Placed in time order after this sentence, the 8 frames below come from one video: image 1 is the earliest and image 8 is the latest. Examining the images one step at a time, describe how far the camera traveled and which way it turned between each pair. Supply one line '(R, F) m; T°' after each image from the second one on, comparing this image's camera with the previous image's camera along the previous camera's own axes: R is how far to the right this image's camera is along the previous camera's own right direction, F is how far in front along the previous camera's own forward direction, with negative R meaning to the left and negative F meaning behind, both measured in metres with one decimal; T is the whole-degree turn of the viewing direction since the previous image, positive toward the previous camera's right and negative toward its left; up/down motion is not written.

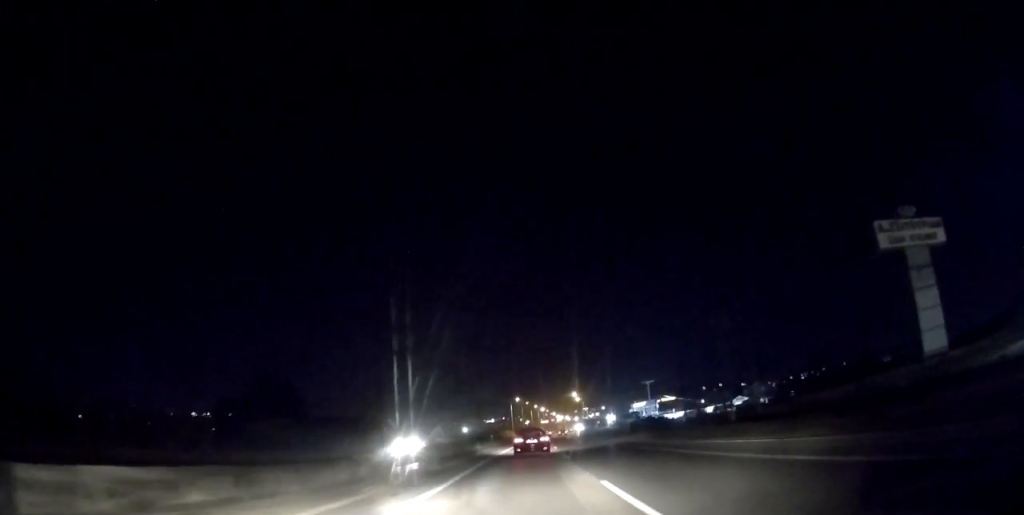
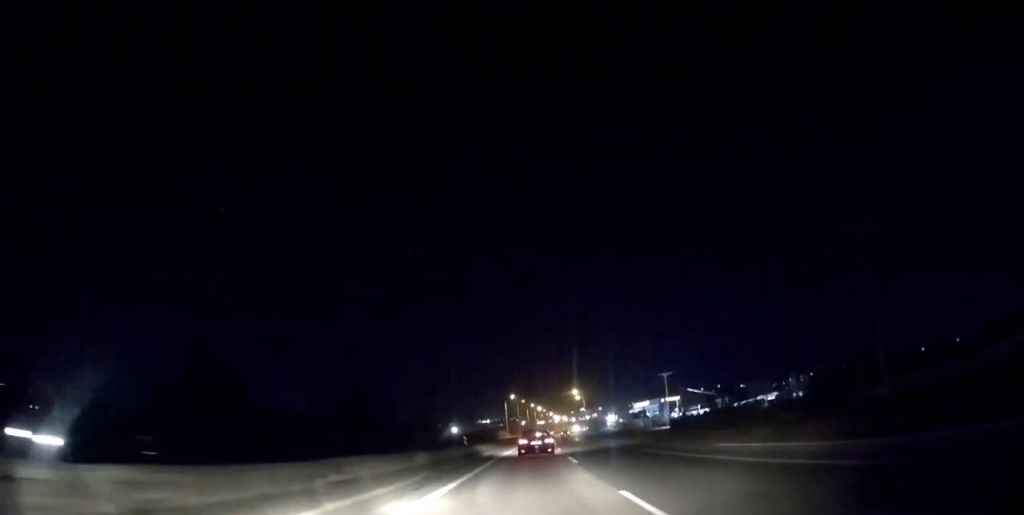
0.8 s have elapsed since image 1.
(+0.2, +19.6) m; 0°
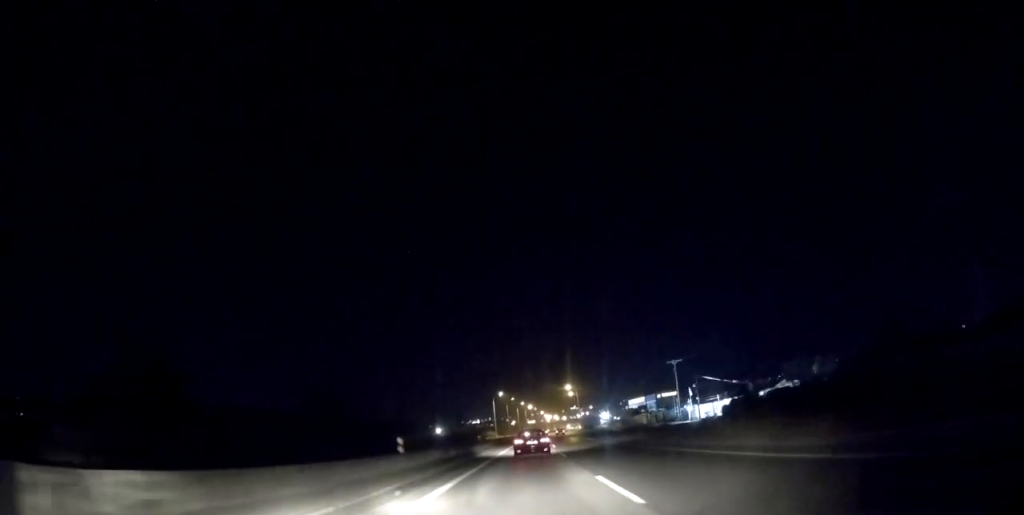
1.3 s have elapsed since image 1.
(0.0, +14.5) m; 0°
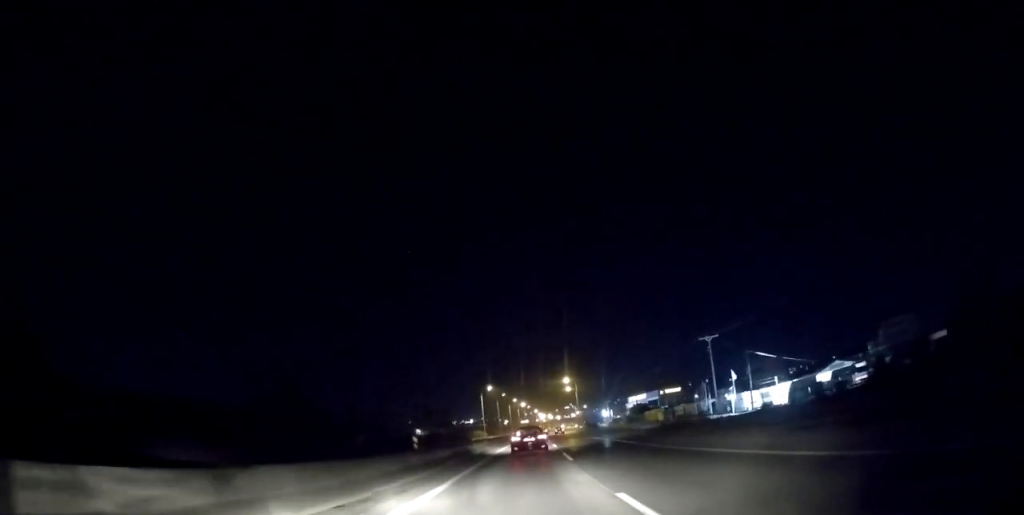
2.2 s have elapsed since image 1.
(0.0, +22.2) m; +1°
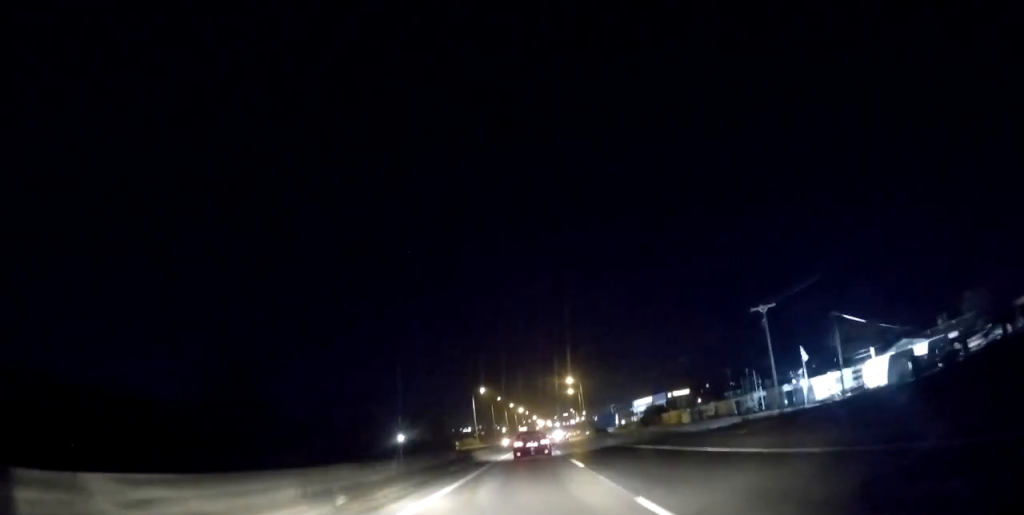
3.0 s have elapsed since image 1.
(0.0, +19.3) m; +1°
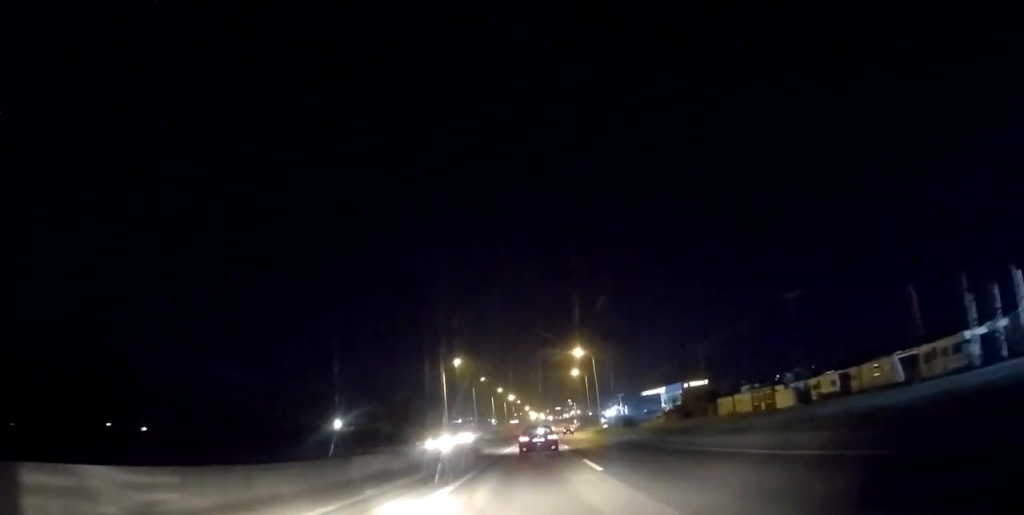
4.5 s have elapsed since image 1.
(+0.6, +40.1) m; +1°
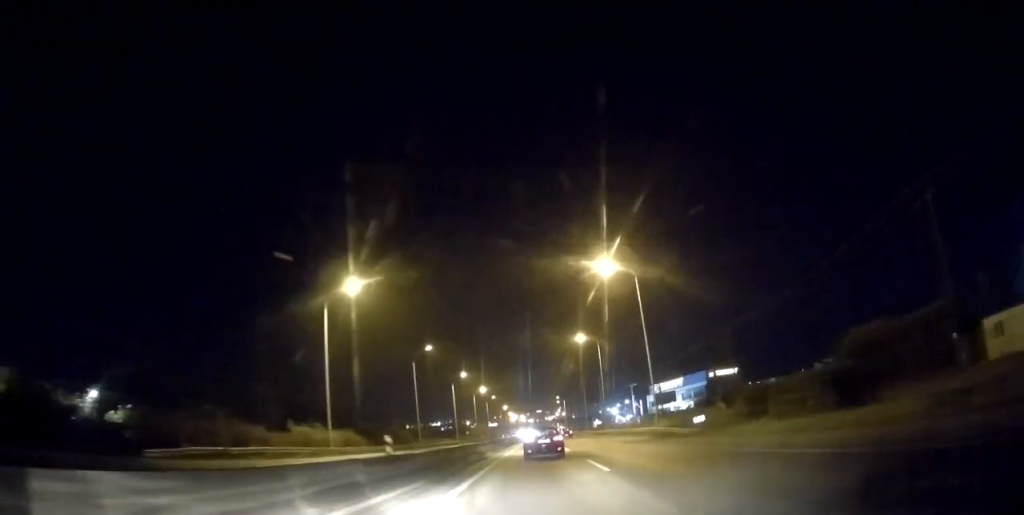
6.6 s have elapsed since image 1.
(+0.6, +54.1) m; +3°
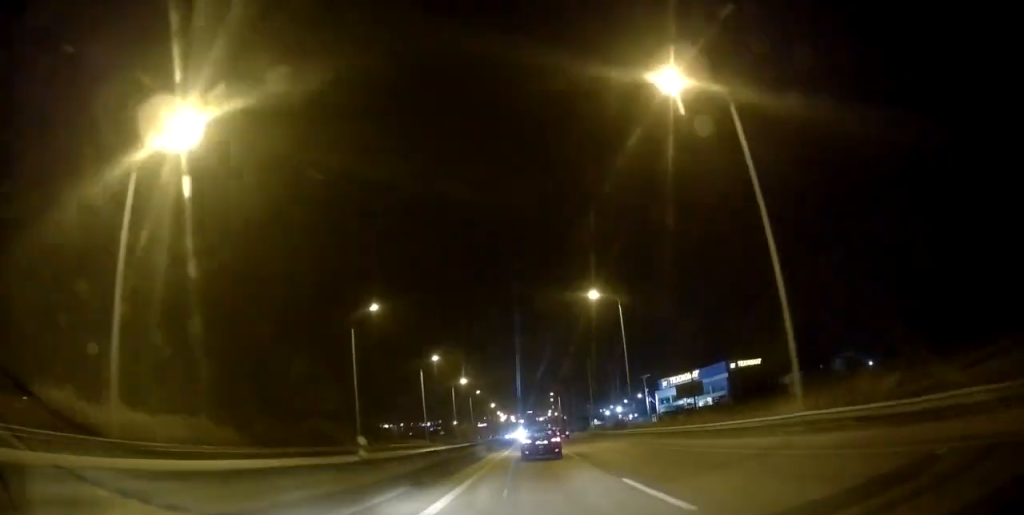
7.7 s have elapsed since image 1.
(+0.4, +26.2) m; +1°
